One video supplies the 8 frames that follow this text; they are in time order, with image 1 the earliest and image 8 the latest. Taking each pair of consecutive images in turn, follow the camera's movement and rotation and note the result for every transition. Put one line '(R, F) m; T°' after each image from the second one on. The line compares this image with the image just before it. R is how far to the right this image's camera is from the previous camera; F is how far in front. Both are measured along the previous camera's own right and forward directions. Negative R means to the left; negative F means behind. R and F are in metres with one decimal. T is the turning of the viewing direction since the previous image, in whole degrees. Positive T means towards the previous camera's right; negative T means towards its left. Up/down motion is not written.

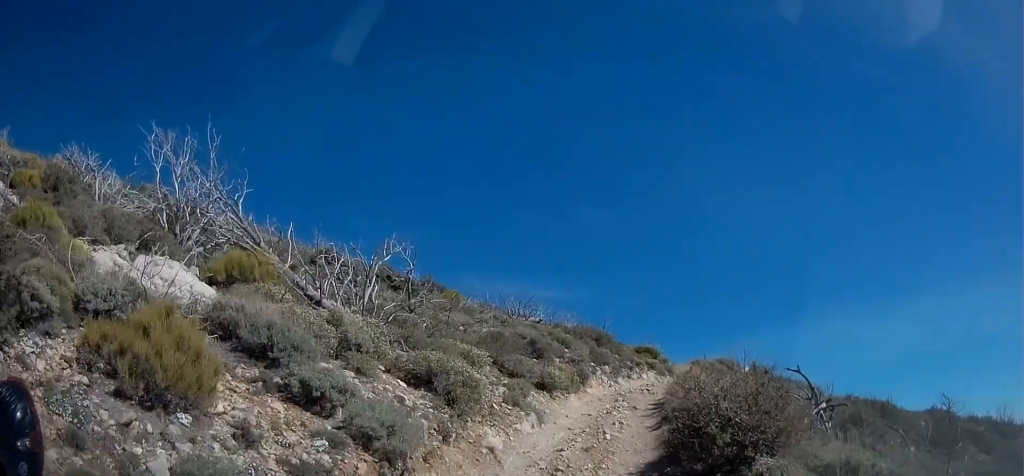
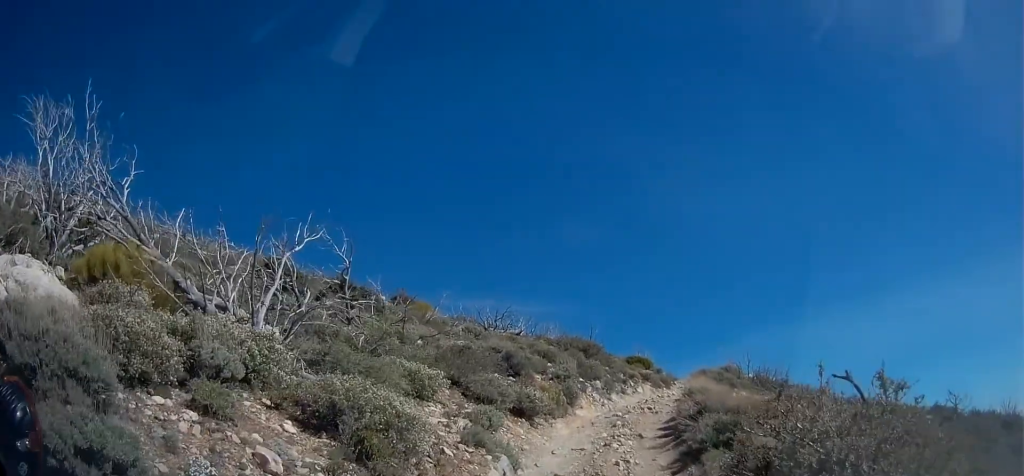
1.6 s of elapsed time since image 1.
(+0.4, +3.4) m; +2°
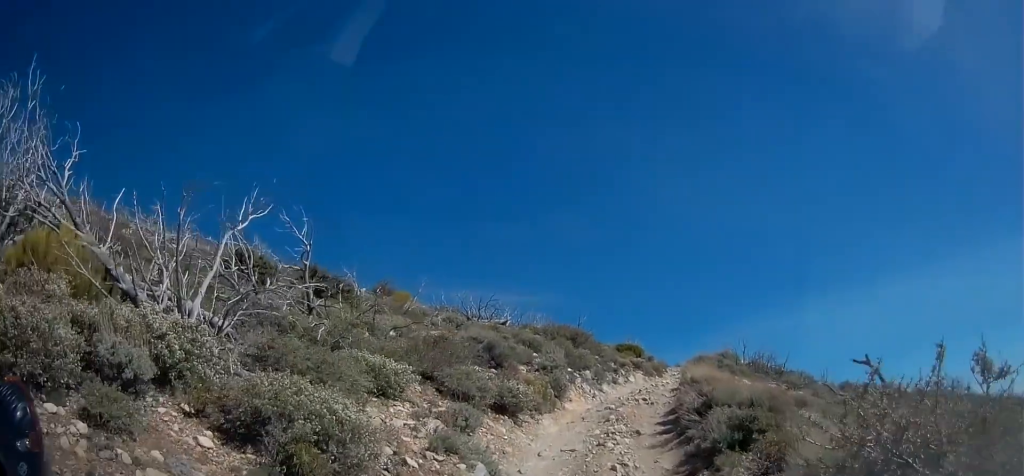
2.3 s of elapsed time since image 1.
(-0.4, +1.3) m; -2°
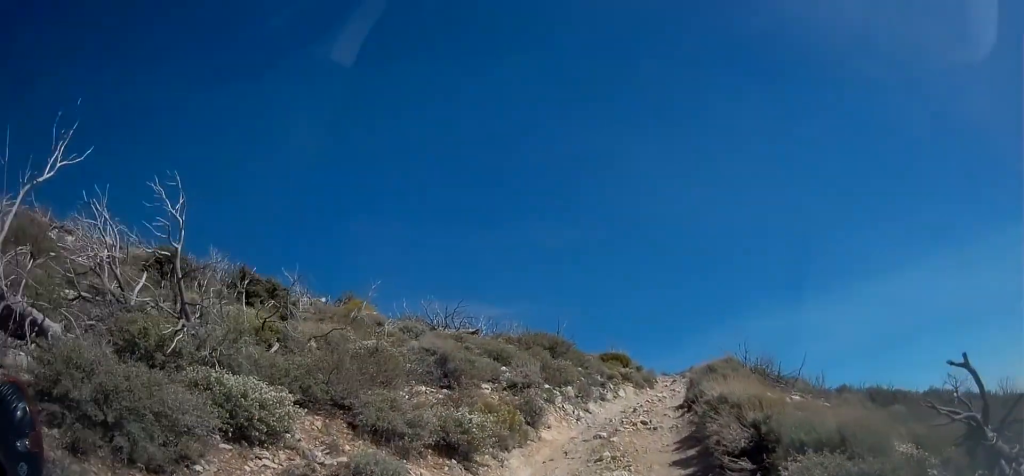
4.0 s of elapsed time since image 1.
(+0.1, +3.5) m; +2°
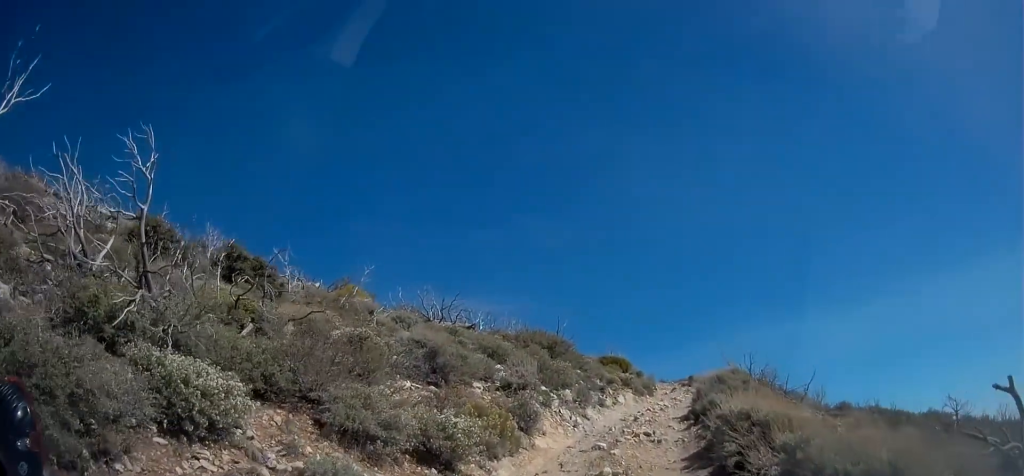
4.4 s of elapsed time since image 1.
(-0.3, +1.0) m; +2°
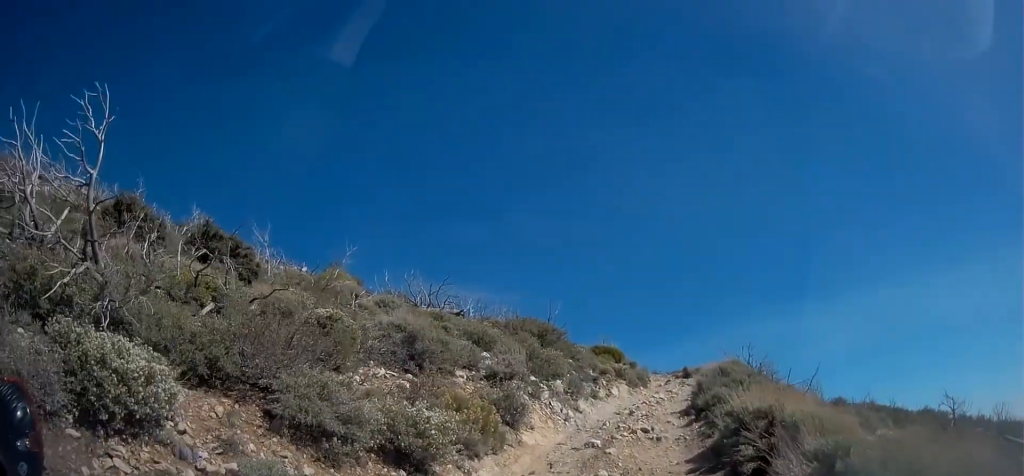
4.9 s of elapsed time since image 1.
(+0.3, +0.9) m; 0°
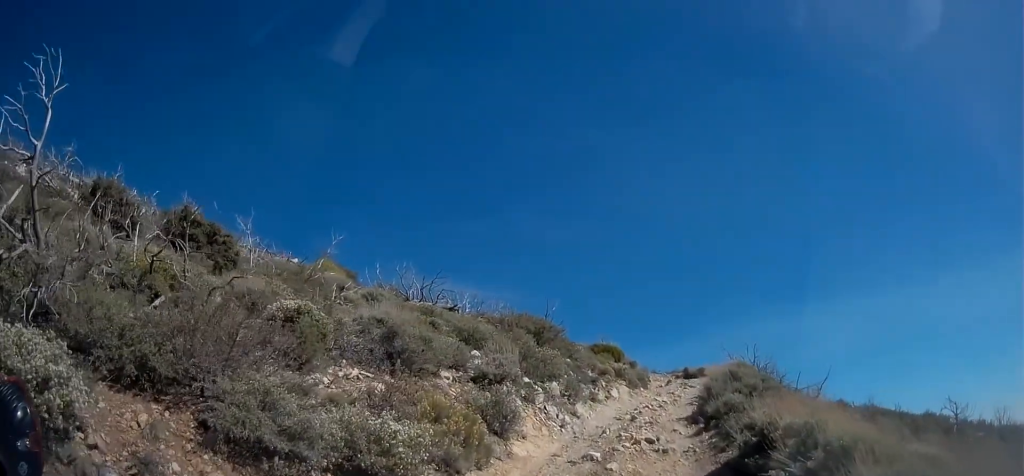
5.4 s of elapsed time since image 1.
(+0.4, +1.0) m; 0°
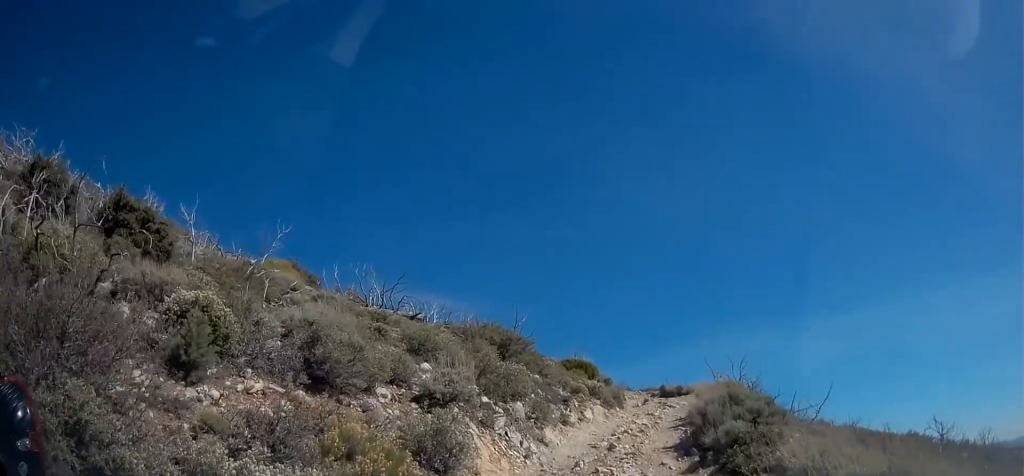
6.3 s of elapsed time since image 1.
(-0.6, +1.8) m; -1°
